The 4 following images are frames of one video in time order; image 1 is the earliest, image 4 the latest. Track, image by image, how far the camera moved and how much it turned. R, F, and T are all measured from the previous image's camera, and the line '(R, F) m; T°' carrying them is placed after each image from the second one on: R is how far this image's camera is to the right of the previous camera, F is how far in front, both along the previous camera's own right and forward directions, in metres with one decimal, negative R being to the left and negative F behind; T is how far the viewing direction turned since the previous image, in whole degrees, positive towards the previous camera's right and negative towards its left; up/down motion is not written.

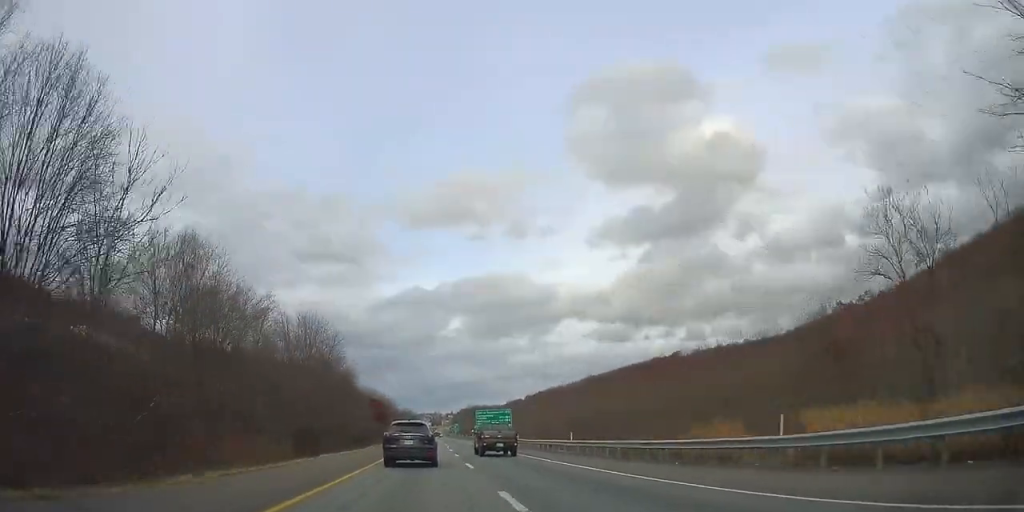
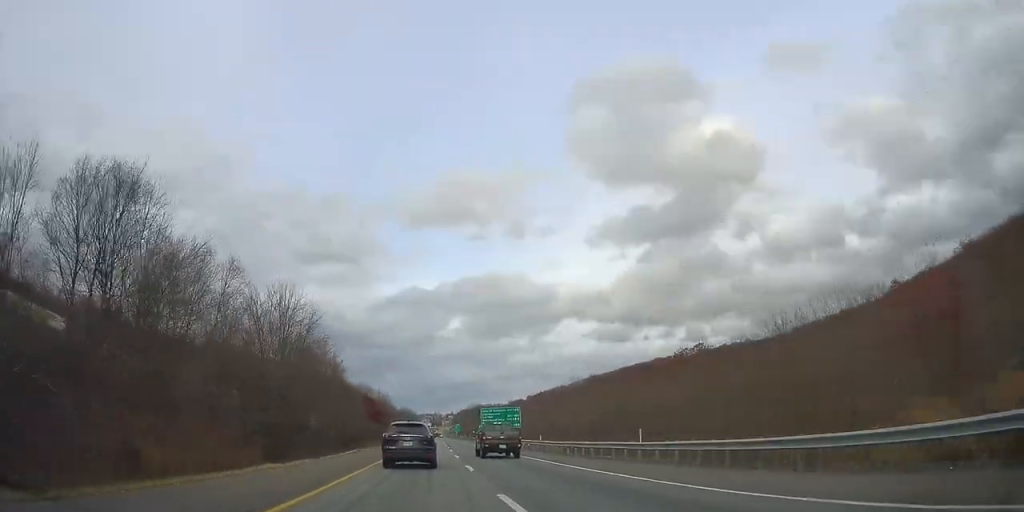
(0.0, +12.6) m; 0°
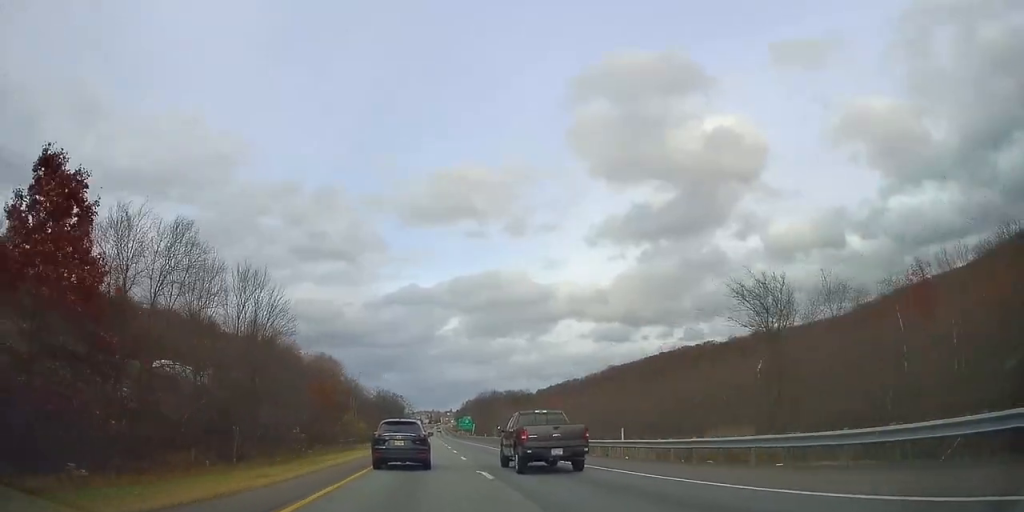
(+1.2, +113.5) m; 0°
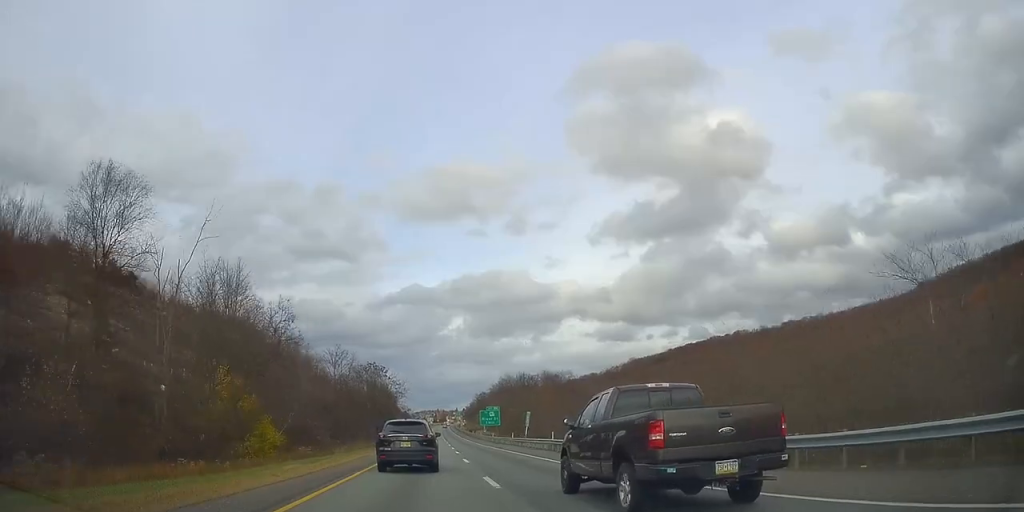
(+0.9, +75.1) m; +1°
